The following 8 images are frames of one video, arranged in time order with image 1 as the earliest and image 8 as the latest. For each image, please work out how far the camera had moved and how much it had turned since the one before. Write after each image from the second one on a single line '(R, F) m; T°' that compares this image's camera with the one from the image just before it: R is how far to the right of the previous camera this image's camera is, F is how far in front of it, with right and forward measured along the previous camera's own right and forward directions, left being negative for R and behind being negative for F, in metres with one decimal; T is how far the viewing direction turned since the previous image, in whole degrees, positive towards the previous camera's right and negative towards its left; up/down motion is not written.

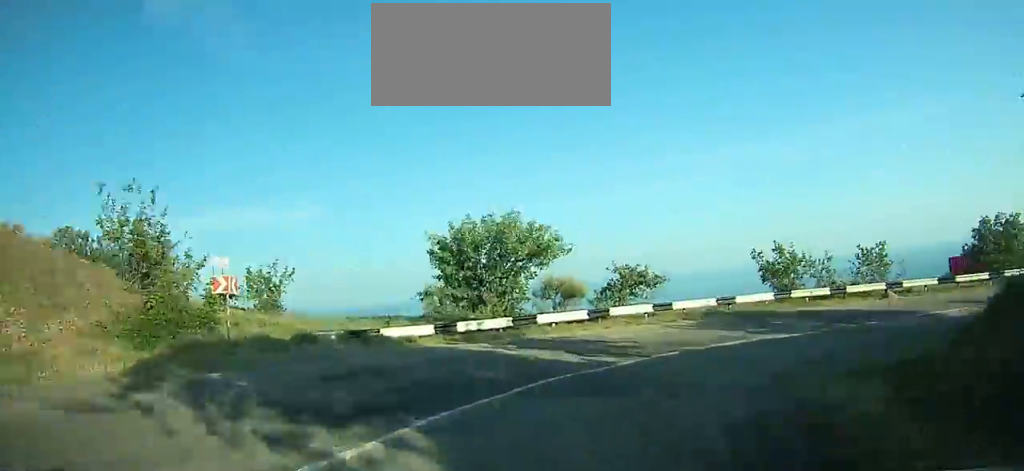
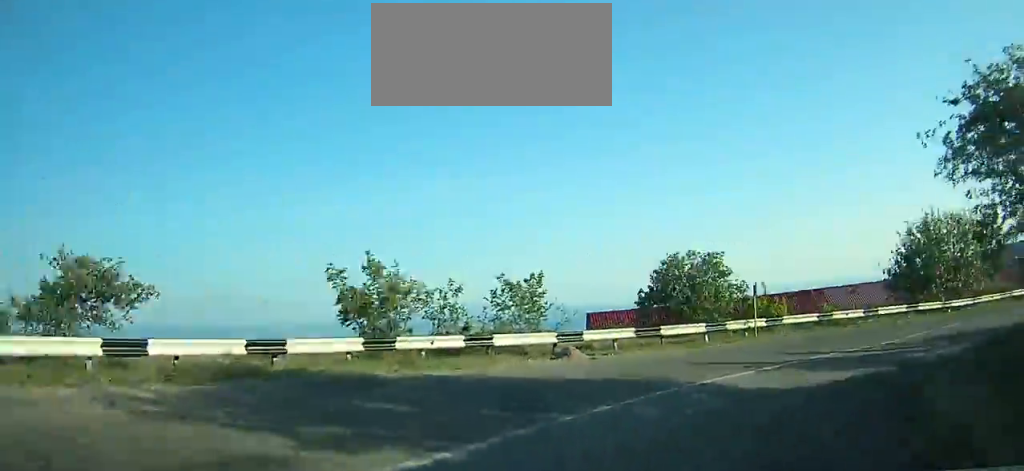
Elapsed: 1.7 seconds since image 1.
(-1.3, +12.7) m; +26°
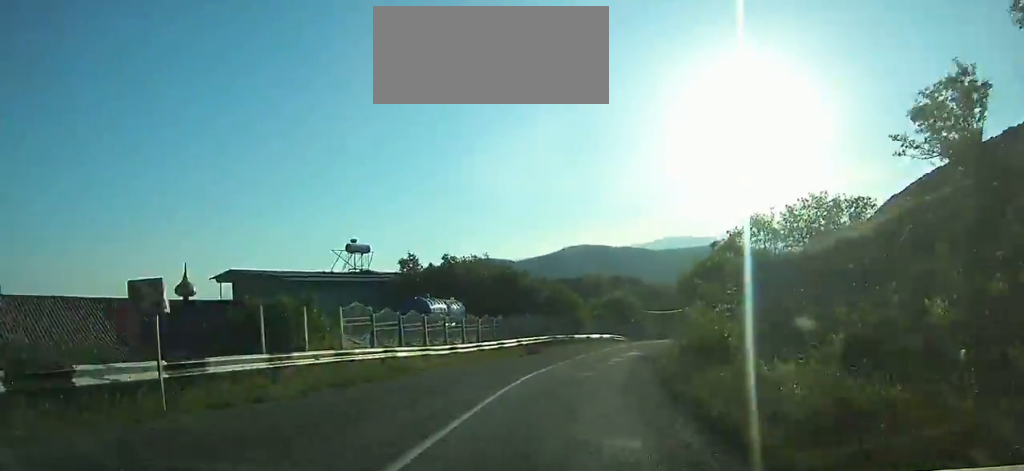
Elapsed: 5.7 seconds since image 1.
(+24.8, +17.8) m; +77°
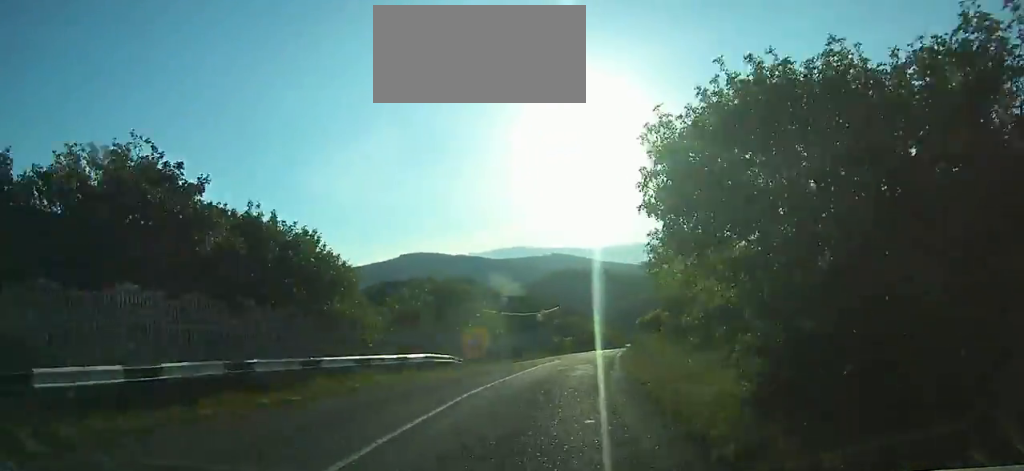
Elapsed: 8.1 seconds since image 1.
(+5.8, +24.1) m; +19°
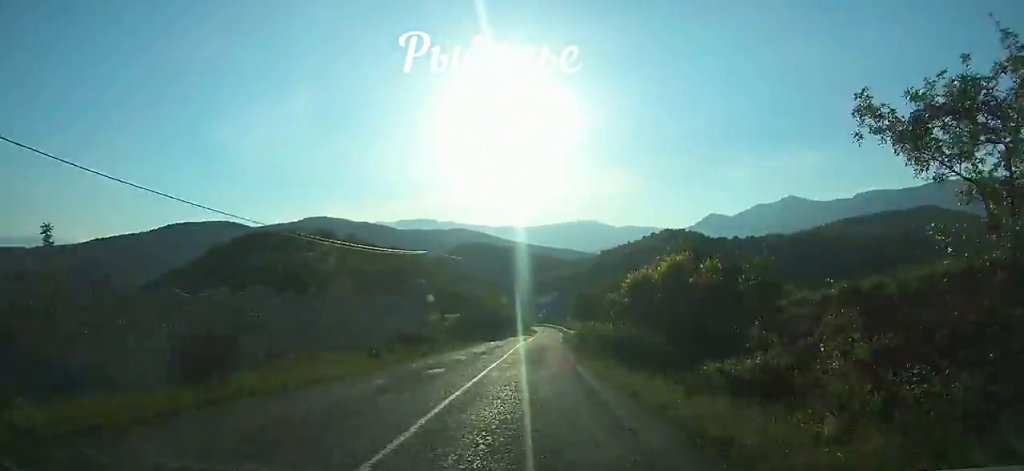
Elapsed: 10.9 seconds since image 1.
(+3.2, +32.9) m; +9°
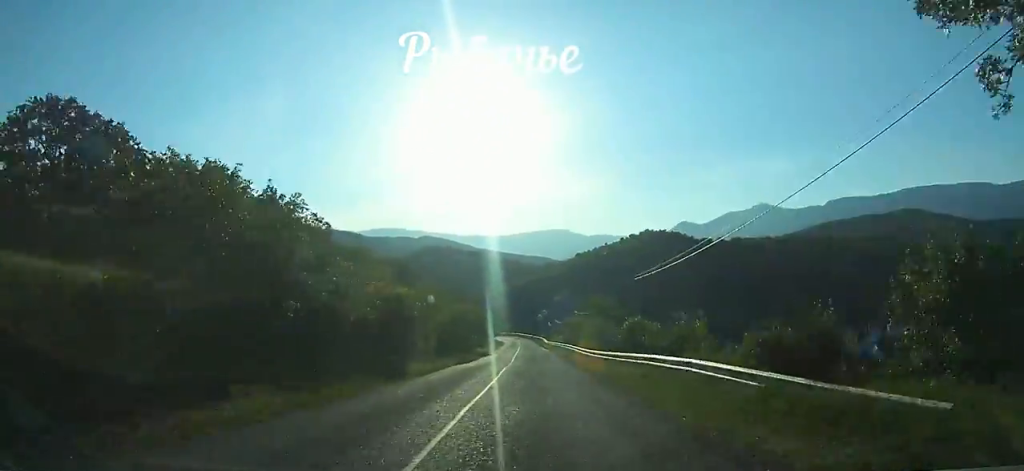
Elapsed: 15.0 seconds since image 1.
(+3.4, +56.1) m; +4°
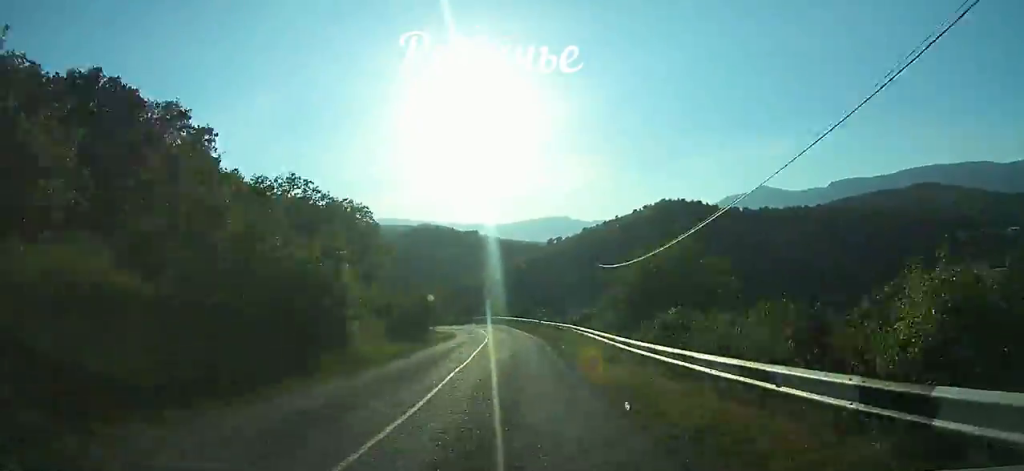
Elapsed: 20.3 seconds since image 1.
(-0.3, +79.6) m; -2°
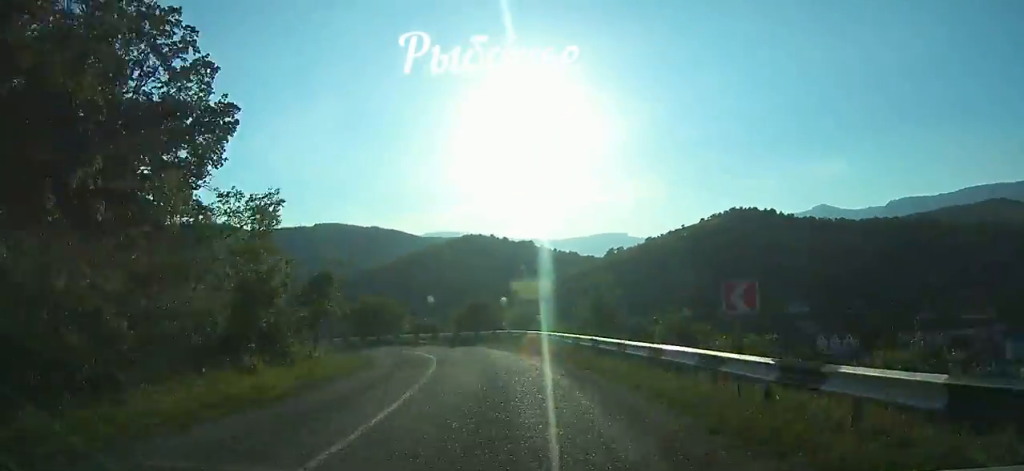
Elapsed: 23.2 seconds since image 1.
(-1.2, +42.2) m; -7°
